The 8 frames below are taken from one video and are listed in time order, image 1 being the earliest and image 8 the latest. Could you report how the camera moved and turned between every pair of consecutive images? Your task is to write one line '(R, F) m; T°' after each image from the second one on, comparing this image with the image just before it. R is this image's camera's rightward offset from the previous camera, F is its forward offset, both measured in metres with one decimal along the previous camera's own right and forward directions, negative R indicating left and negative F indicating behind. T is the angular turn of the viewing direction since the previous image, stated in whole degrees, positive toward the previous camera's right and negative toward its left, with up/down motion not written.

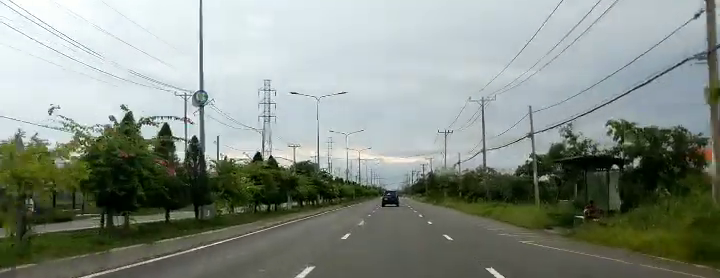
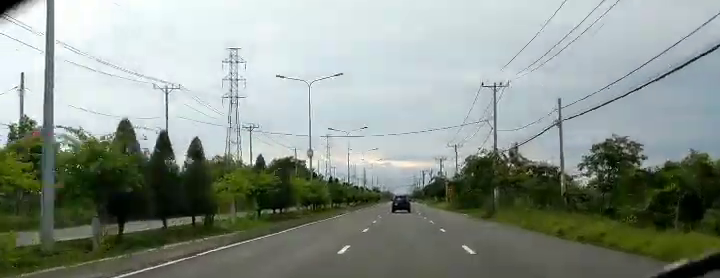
(-0.1, +52.4) m; -1°
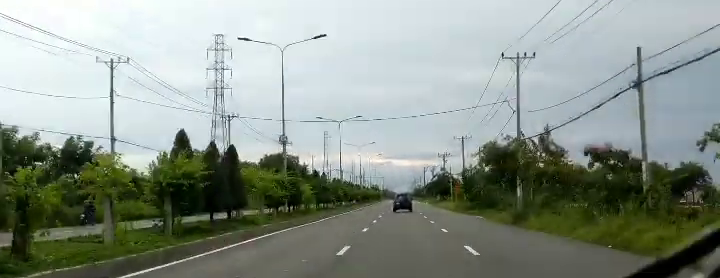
(-0.1, +12.7) m; 0°
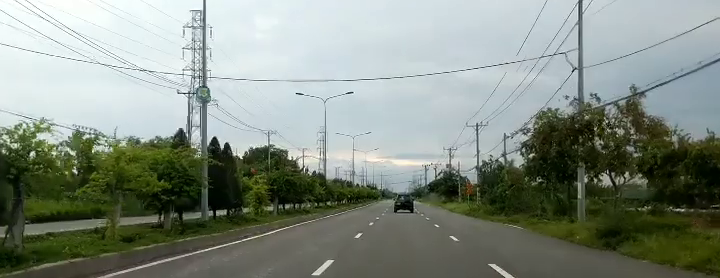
(0.0, +17.7) m; +1°
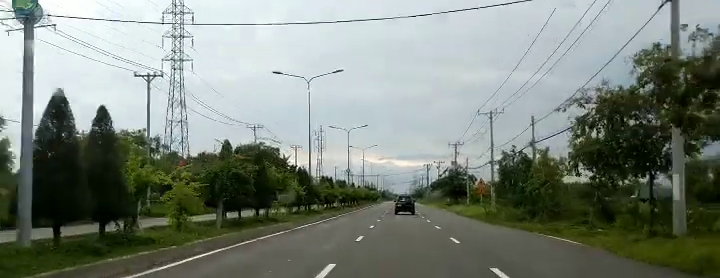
(+0.1, +12.1) m; +1°
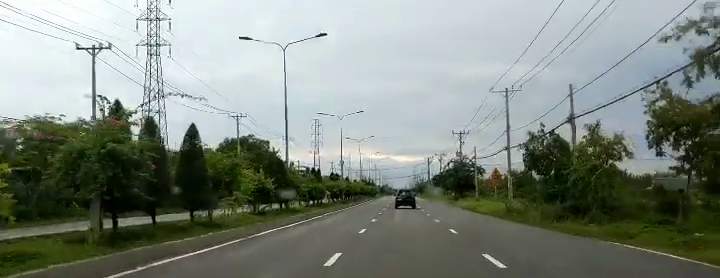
(+0.1, +10.7) m; 0°
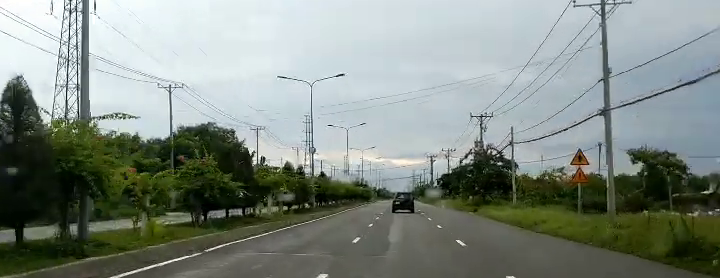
(0.0, +27.9) m; 0°
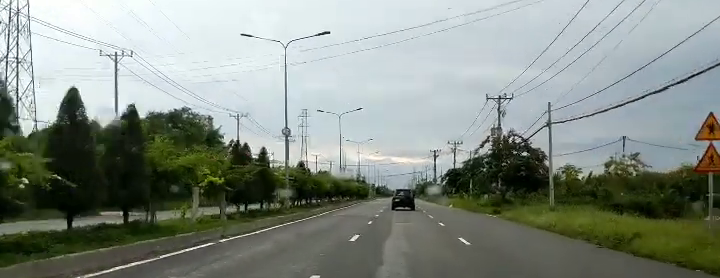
(0.0, +13.5) m; 0°
